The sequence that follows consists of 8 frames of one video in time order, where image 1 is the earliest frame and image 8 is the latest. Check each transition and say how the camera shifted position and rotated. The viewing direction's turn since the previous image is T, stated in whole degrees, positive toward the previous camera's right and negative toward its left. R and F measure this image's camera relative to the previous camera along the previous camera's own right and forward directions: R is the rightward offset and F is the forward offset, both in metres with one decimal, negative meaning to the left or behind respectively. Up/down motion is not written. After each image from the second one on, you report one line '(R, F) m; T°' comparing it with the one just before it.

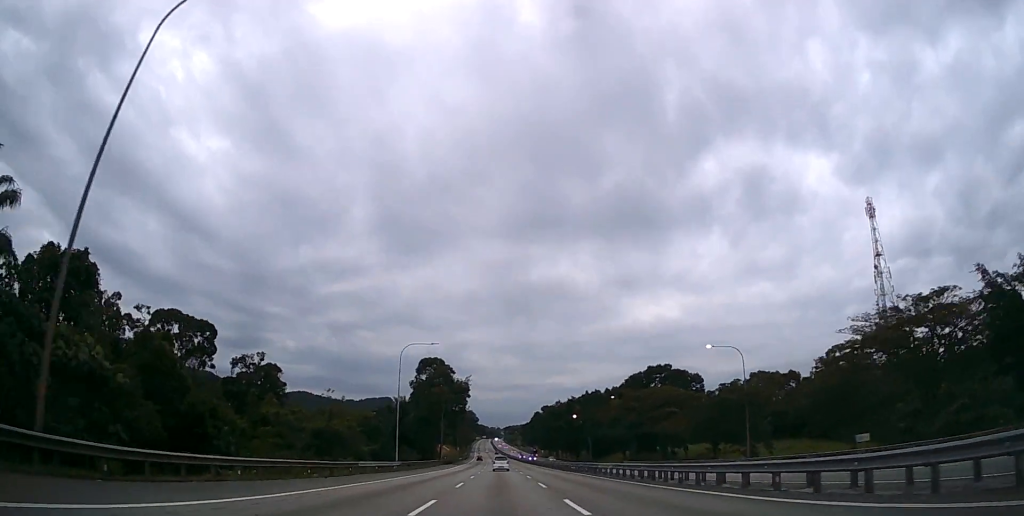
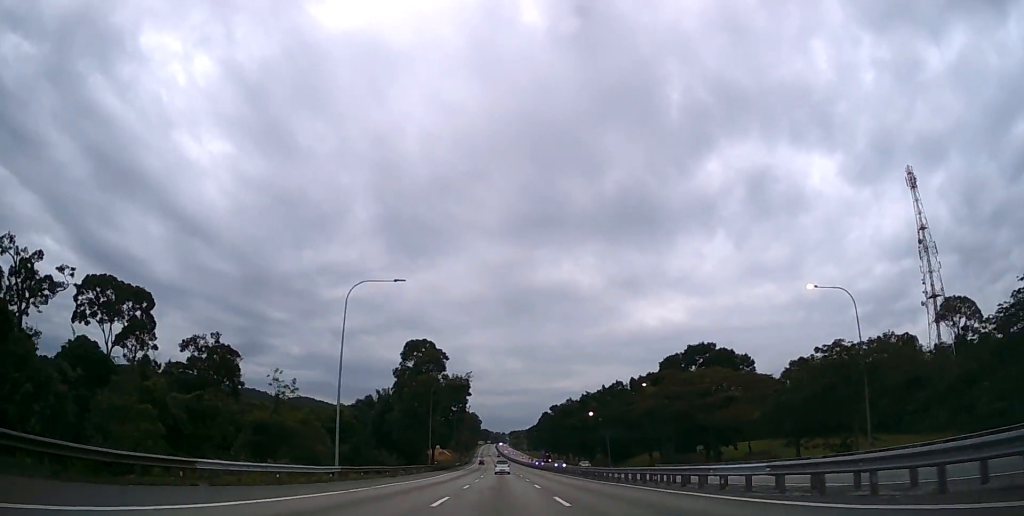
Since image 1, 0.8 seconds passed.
(0.0, +20.2) m; 0°
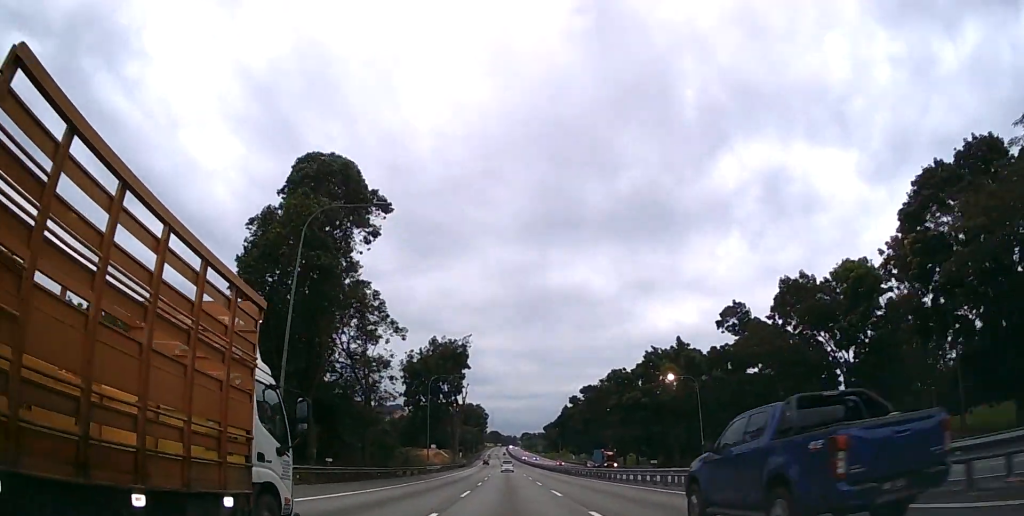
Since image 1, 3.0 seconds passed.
(-0.5, +54.0) m; -1°
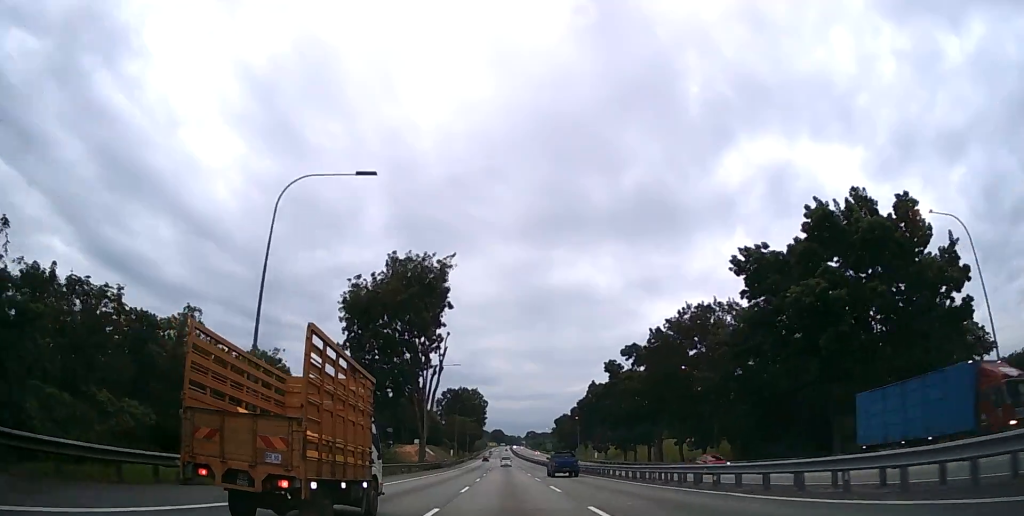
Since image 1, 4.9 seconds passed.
(-0.3, +47.9) m; -1°
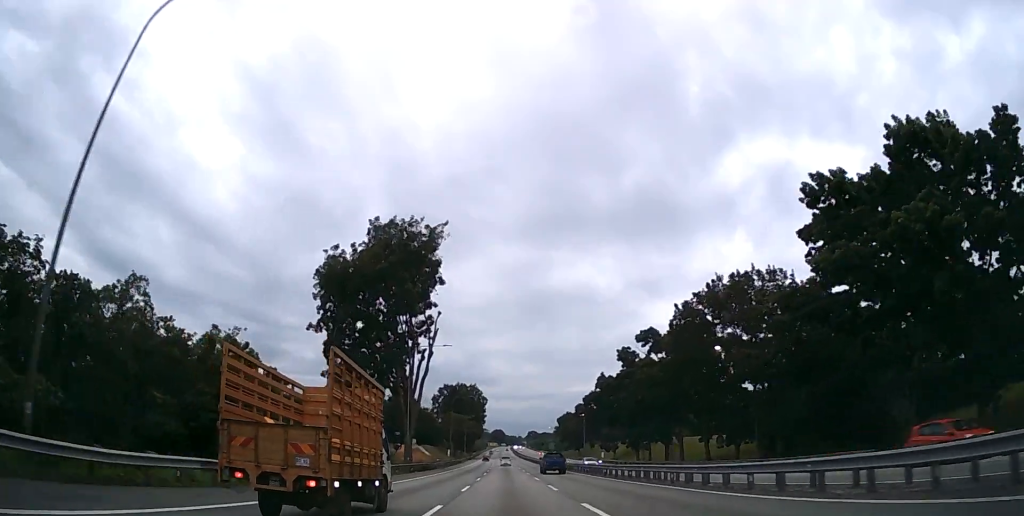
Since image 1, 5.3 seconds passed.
(0.0, +11.0) m; 0°
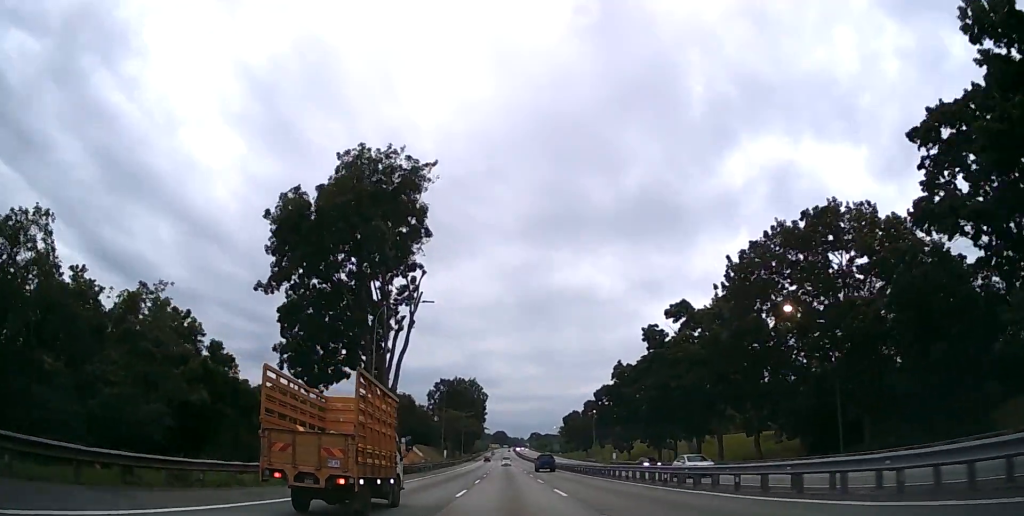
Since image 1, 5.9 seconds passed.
(0.0, +14.9) m; 0°
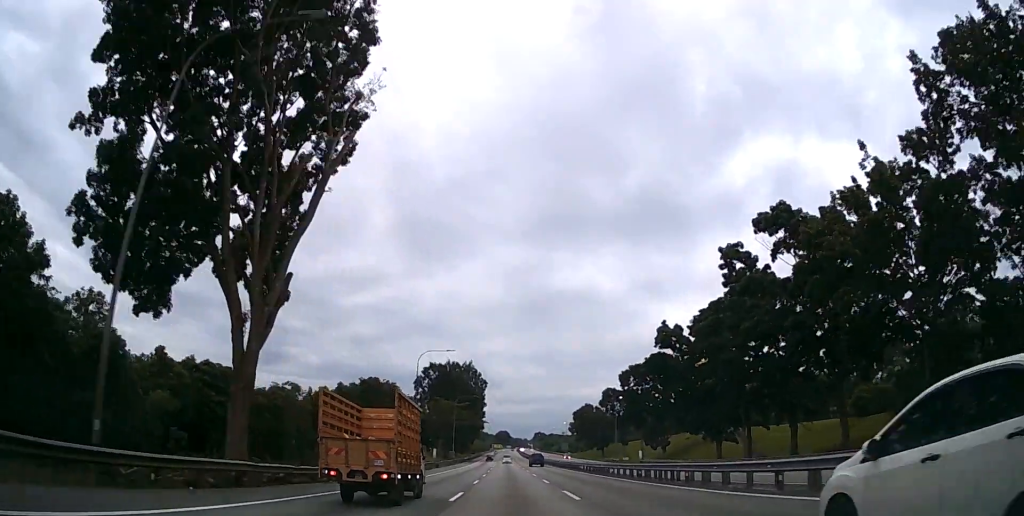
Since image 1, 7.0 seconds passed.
(-0.1, +26.9) m; 0°
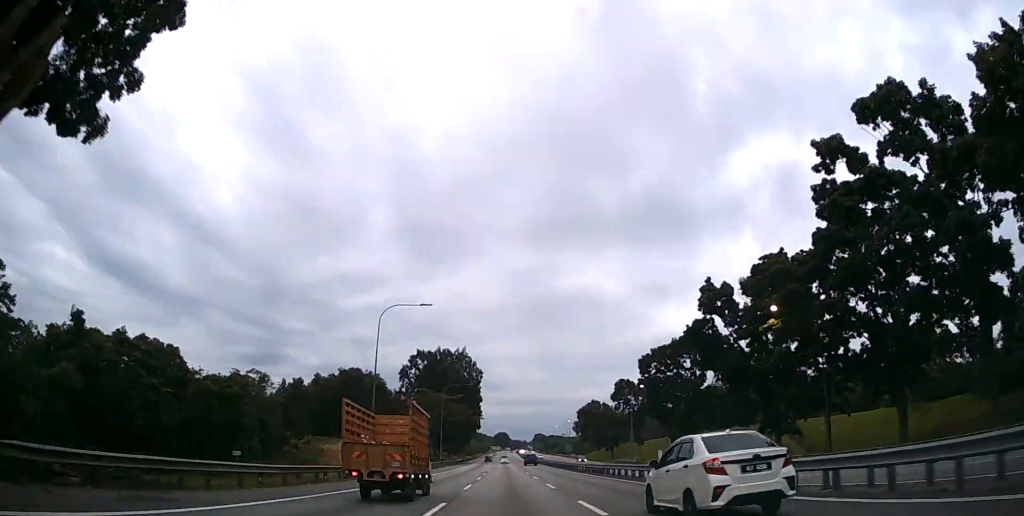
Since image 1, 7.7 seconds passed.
(0.0, +16.9) m; 0°
